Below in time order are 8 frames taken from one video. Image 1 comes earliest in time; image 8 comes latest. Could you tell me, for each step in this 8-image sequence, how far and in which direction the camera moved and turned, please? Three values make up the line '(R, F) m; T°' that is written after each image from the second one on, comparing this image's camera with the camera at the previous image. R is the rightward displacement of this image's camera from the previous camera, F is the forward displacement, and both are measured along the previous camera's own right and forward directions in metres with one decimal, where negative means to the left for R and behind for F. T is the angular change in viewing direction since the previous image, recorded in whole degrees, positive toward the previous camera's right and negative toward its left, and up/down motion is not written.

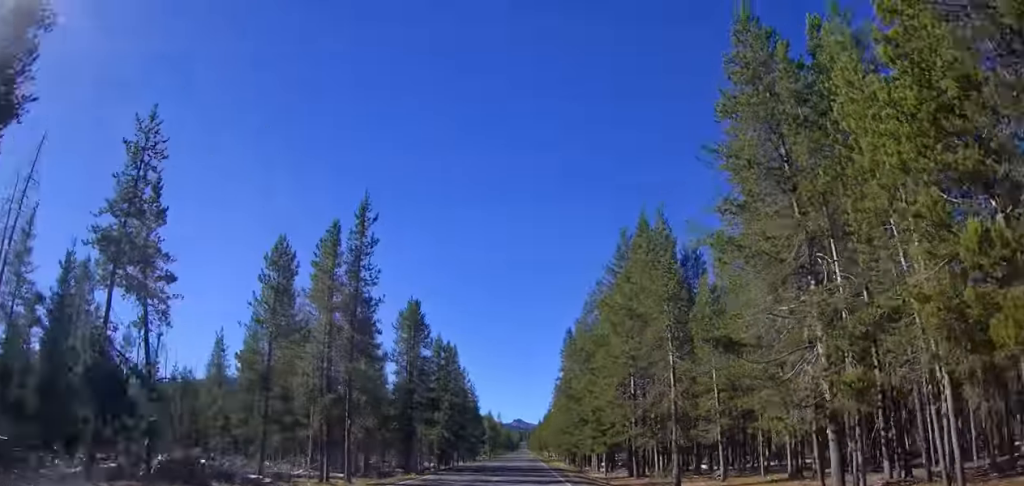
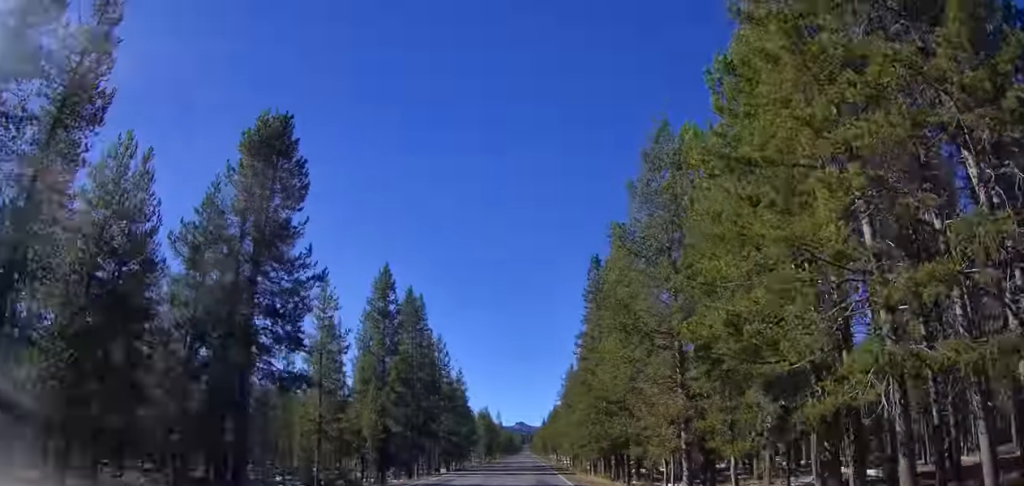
(+0.3, +27.1) m; +1°
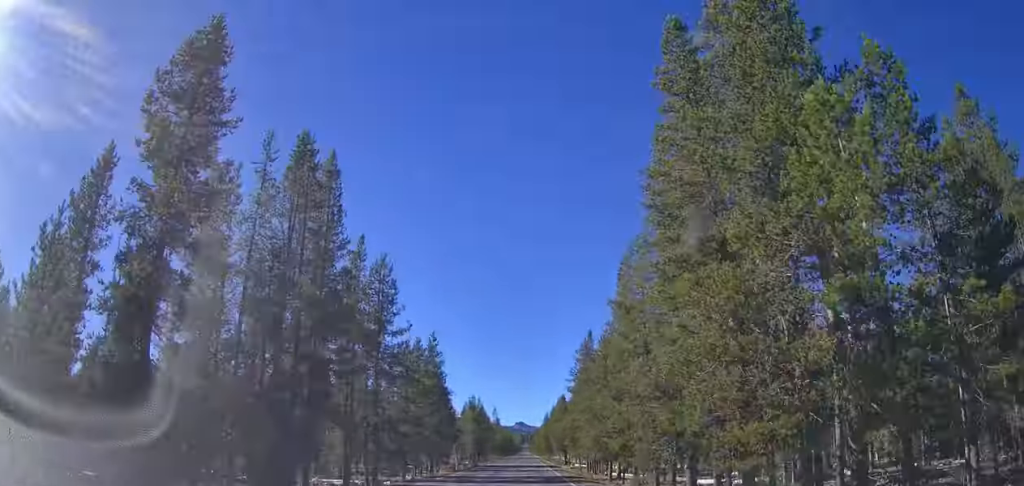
(-0.2, +26.2) m; -2°
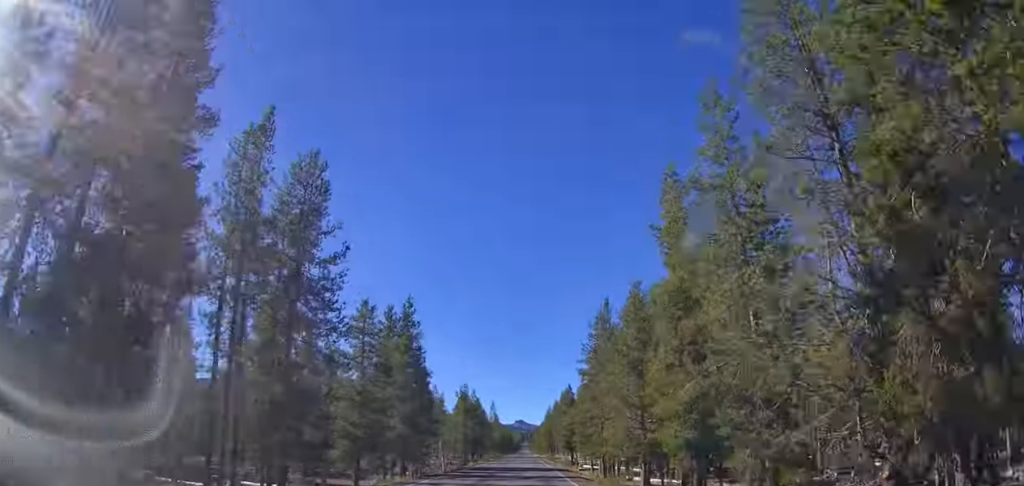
(-0.2, +13.8) m; 0°
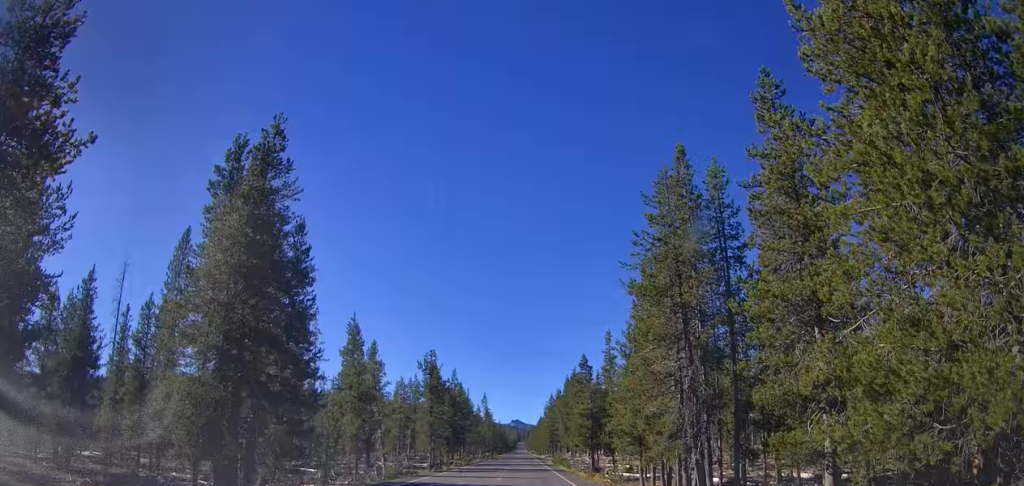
(+0.5, +28.4) m; +3°
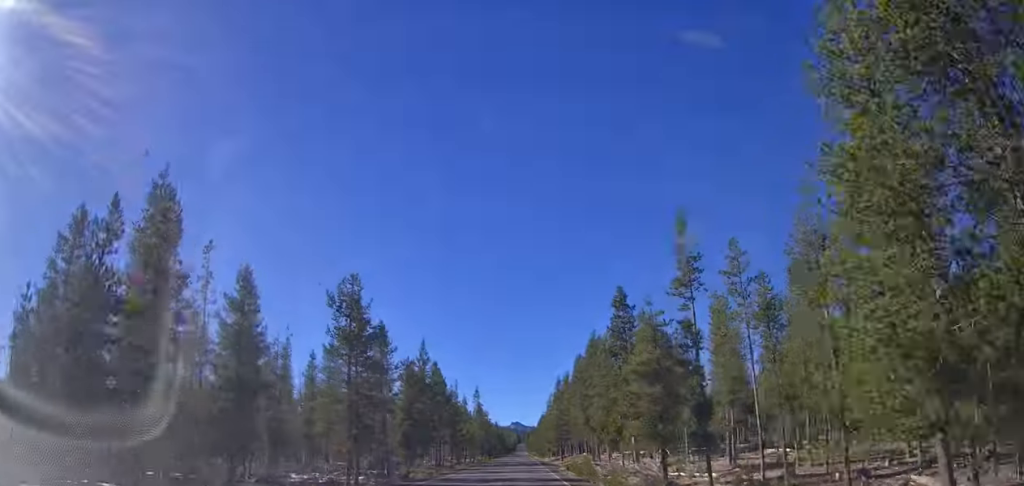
(+0.3, +27.3) m; -1°
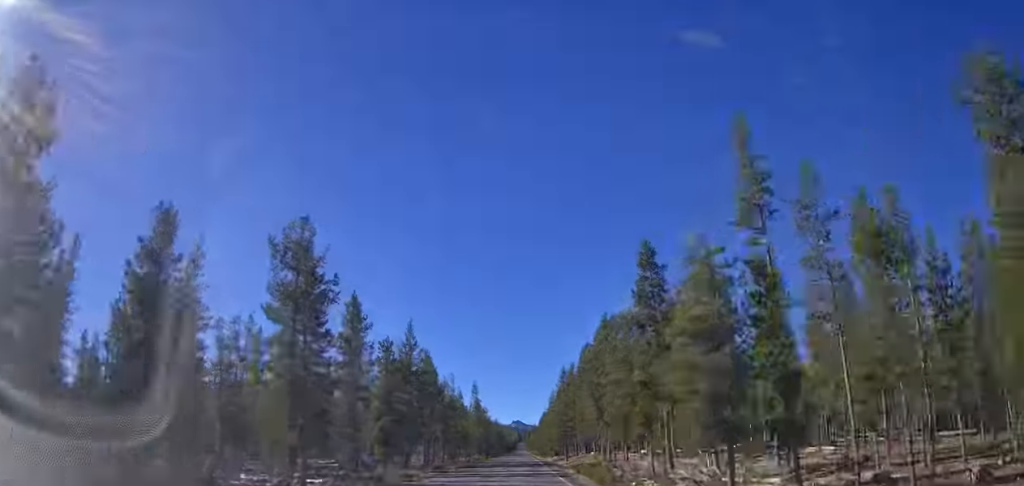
(-0.2, +8.4) m; -1°
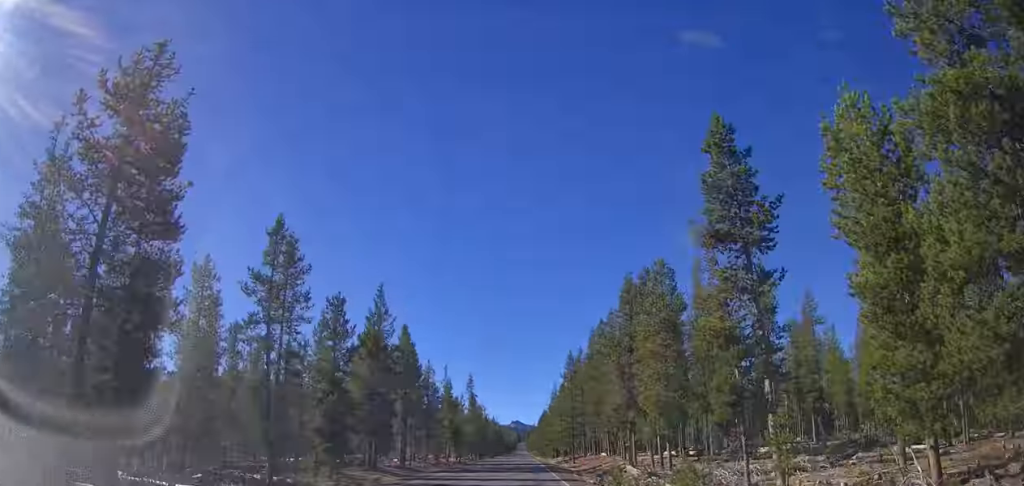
(-0.1, +12.6) m; 0°
